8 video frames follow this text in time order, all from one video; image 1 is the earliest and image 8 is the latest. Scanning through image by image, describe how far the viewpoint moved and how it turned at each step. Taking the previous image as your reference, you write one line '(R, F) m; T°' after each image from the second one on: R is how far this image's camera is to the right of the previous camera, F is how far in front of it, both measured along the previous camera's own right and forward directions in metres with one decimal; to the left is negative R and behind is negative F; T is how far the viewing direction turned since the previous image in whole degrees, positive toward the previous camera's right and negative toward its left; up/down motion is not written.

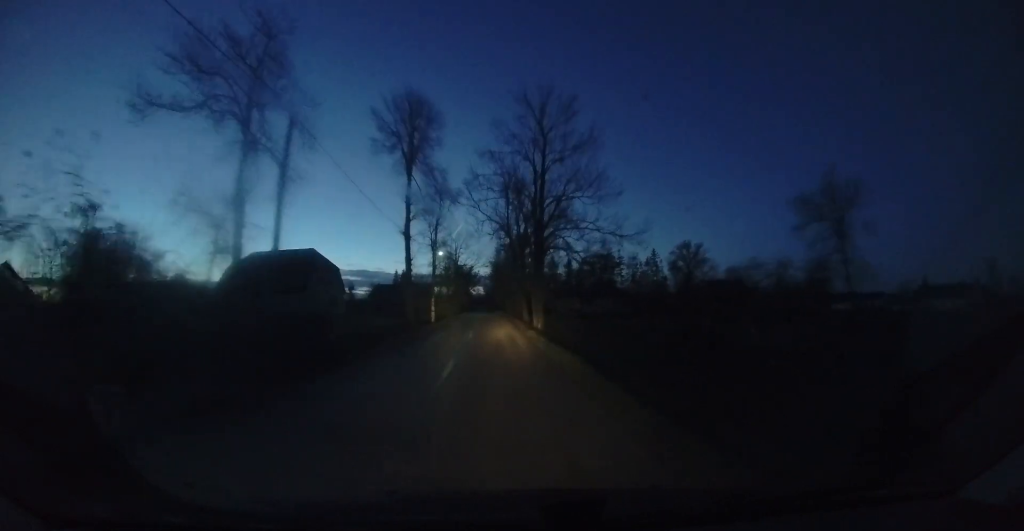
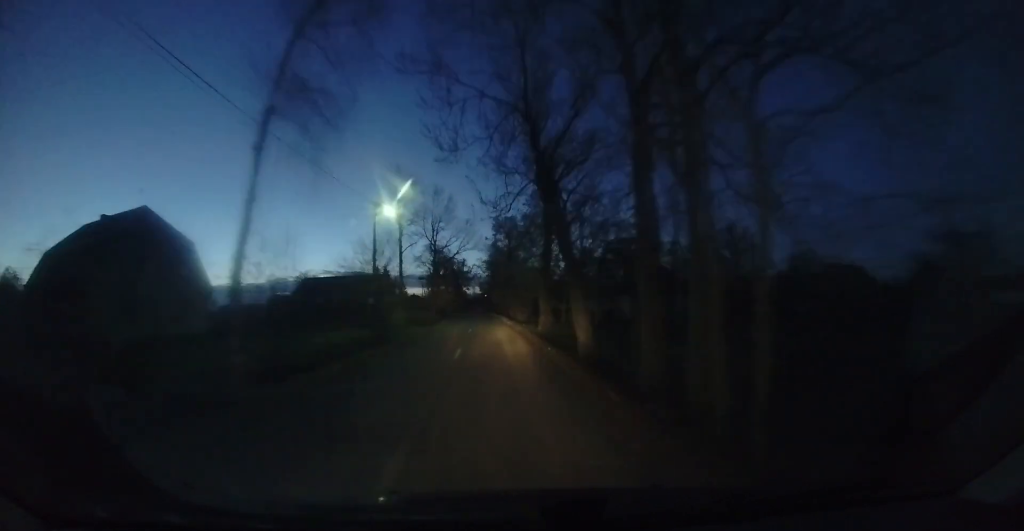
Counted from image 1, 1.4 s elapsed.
(+0.4, +21.7) m; +1°
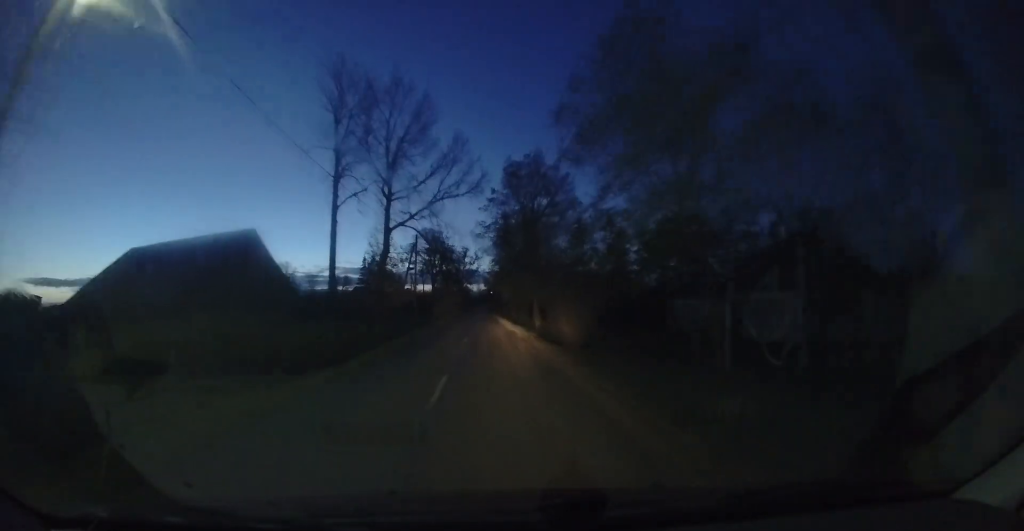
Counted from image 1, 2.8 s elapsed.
(+0.1, +20.5) m; +2°
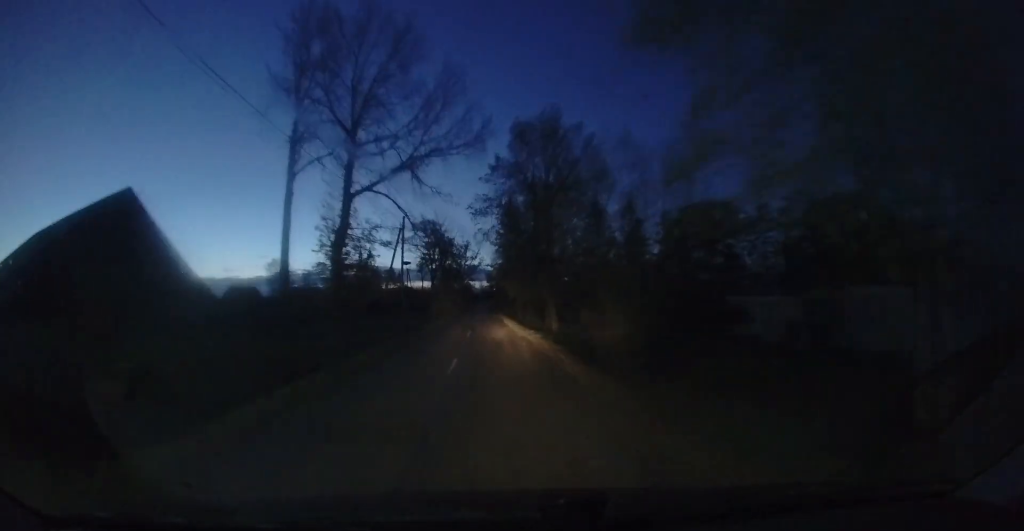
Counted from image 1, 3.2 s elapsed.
(0.0, +6.0) m; 0°
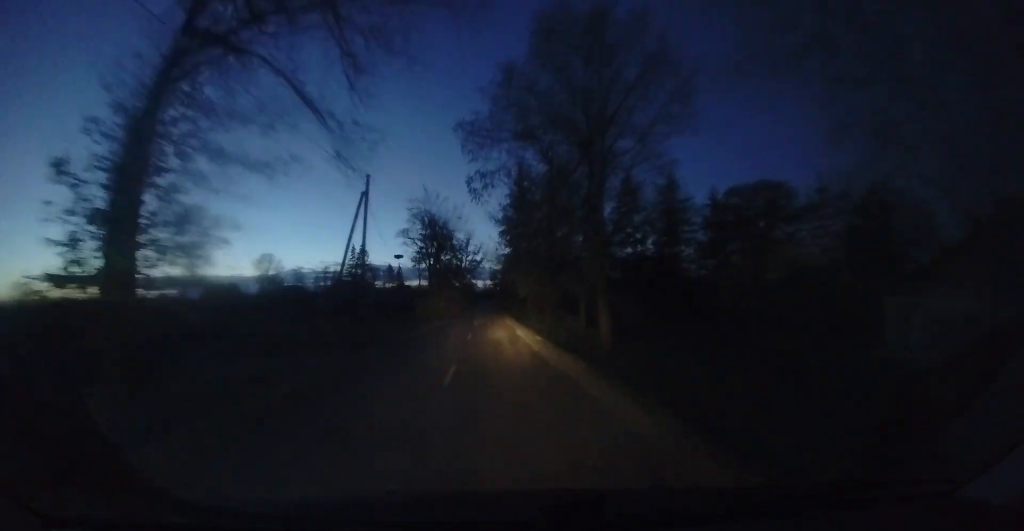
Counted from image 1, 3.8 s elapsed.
(+0.1, +9.0) m; -1°
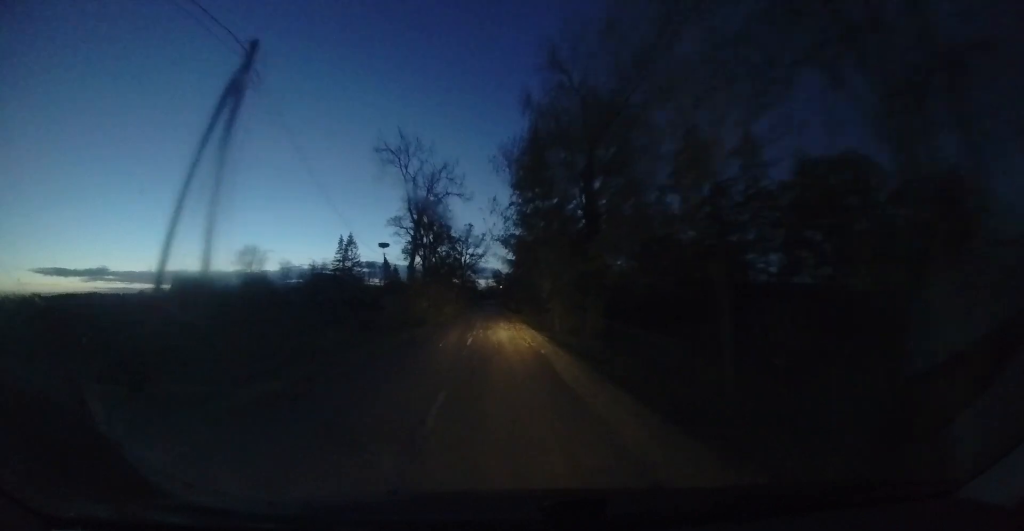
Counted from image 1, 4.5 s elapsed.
(-0.2, +10.6) m; -2°
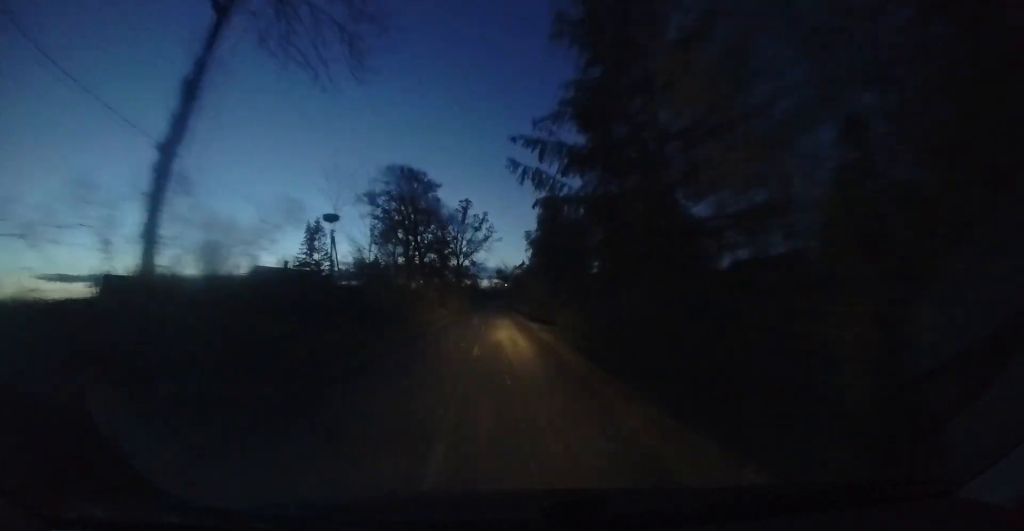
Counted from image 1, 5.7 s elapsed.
(-0.5, +18.4) m; -1°
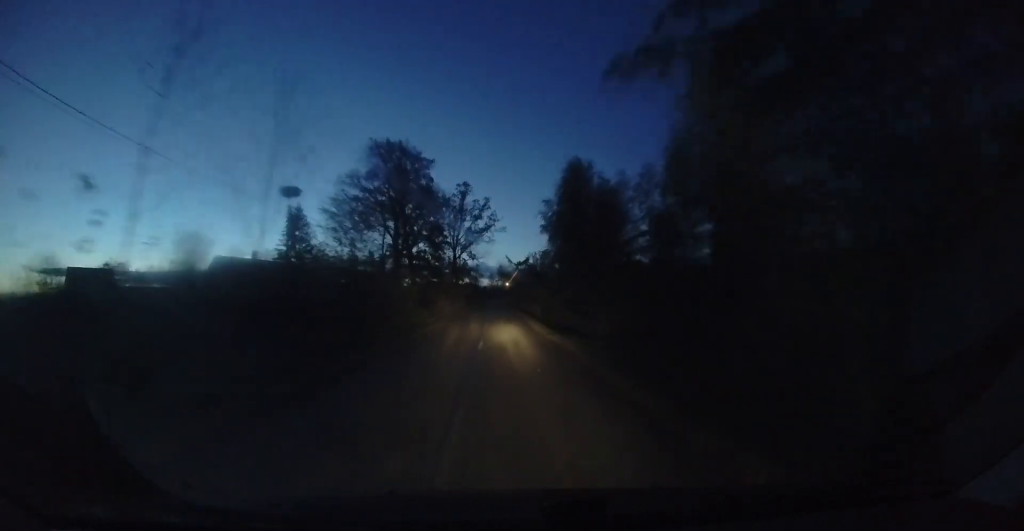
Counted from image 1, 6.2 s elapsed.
(-0.1, +7.7) m; 0°
